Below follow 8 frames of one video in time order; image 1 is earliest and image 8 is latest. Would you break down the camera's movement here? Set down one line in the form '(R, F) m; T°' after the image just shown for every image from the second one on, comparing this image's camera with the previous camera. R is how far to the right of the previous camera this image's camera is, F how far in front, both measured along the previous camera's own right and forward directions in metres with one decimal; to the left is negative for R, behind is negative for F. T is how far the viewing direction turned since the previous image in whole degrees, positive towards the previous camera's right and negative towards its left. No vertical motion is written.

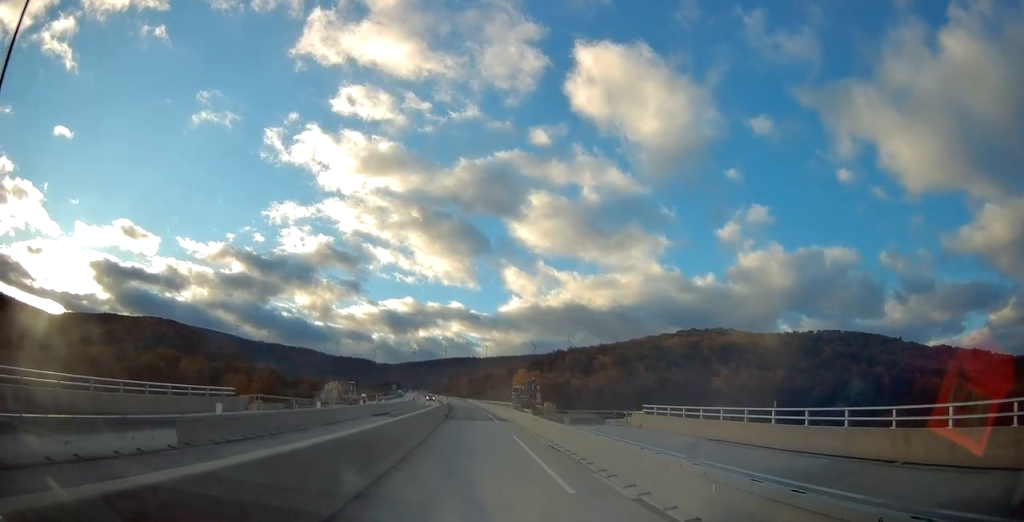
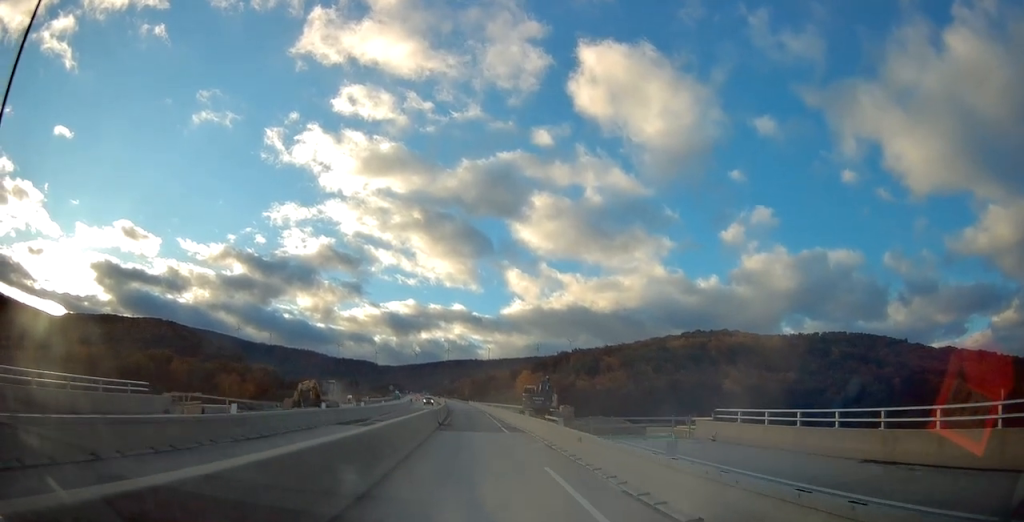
(0.0, +11.1) m; -1°
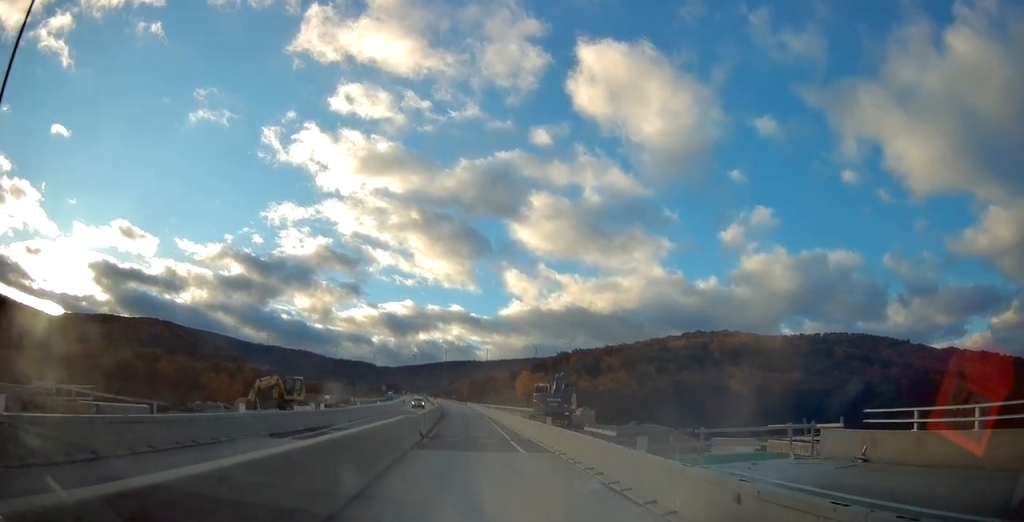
(-0.1, +11.1) m; 0°
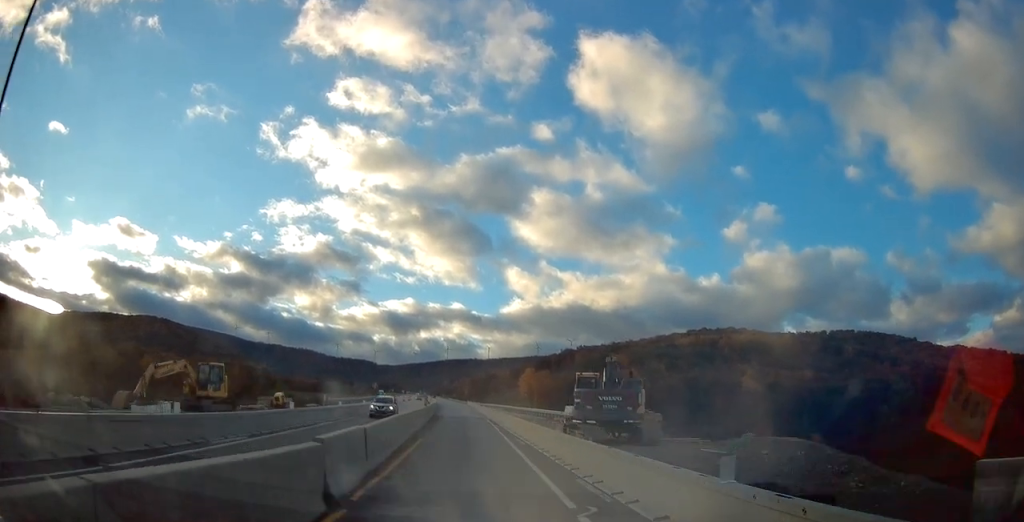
(0.0, +16.8) m; 0°
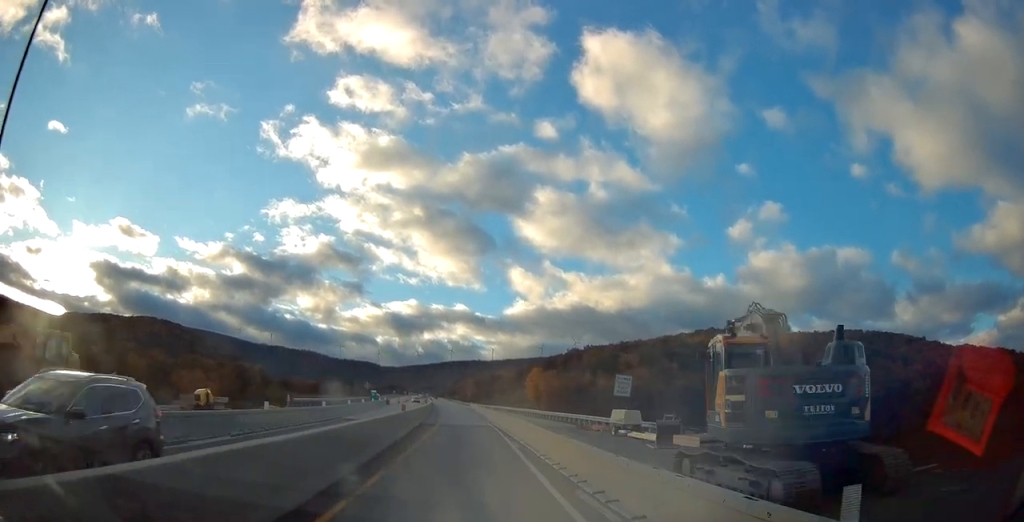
(+0.1, +15.3) m; 0°
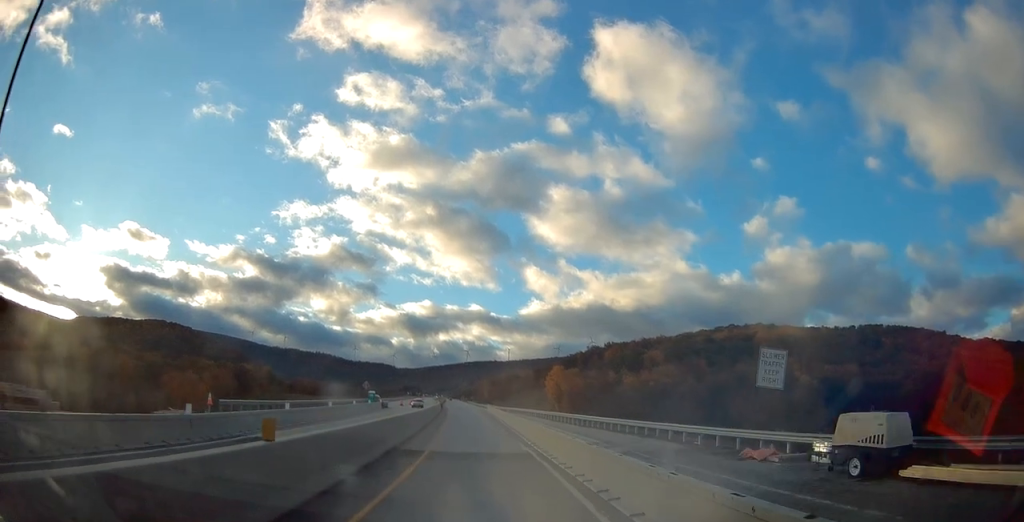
(-0.2, +20.0) m; -1°
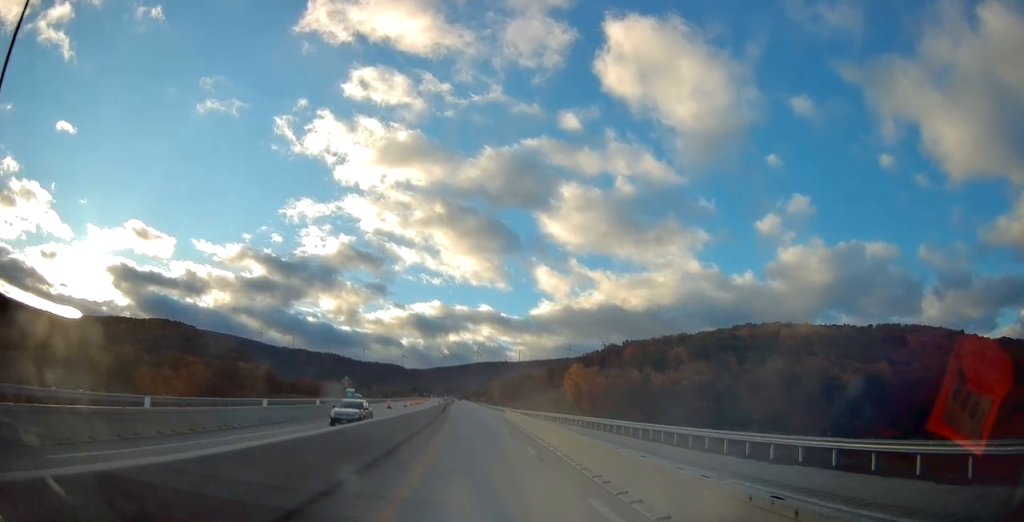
(-0.3, +25.6) m; -1°
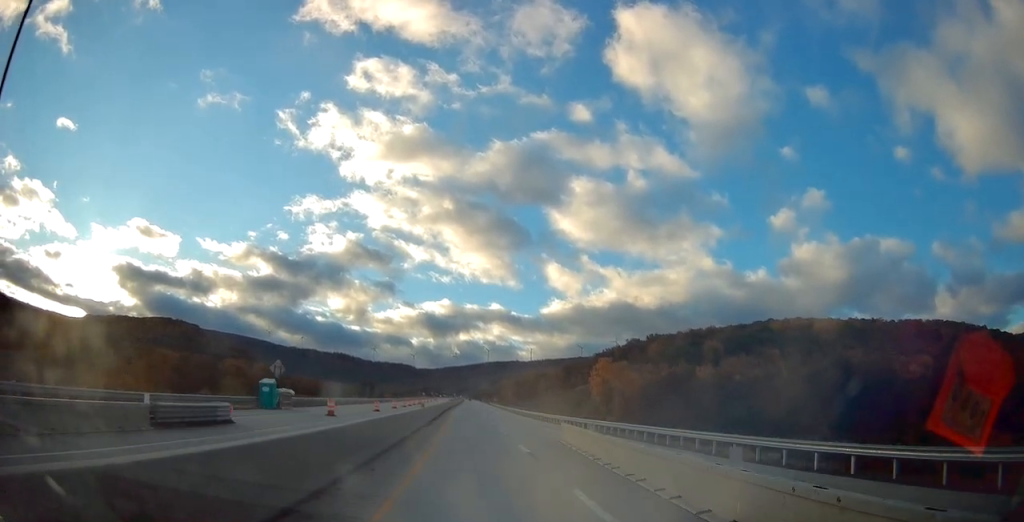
(-0.5, +34.8) m; -1°
